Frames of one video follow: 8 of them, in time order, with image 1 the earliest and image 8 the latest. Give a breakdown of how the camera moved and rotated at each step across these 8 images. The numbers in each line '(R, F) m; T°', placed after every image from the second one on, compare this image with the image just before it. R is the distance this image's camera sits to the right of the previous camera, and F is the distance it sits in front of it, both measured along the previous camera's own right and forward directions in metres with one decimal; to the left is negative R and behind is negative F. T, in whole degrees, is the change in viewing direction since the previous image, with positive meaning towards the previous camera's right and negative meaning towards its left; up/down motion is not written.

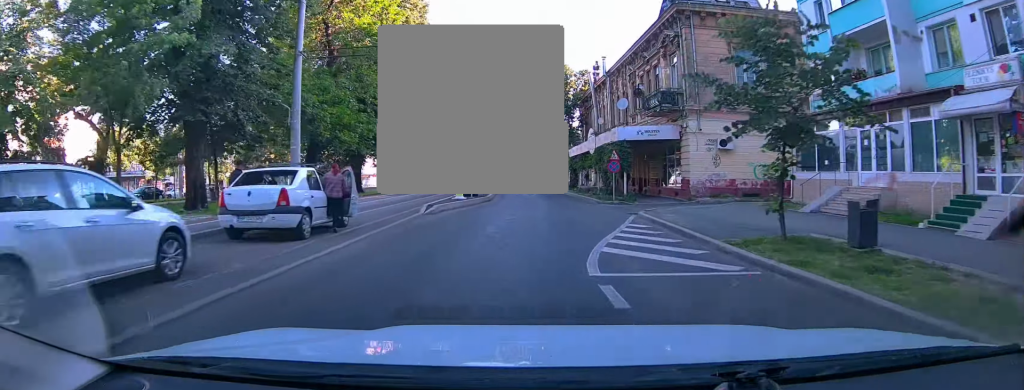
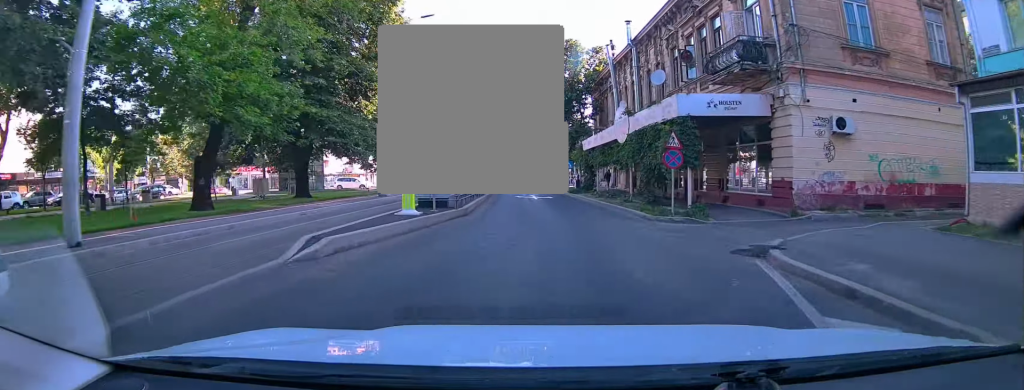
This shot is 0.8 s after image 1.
(+0.1, +10.2) m; 0°
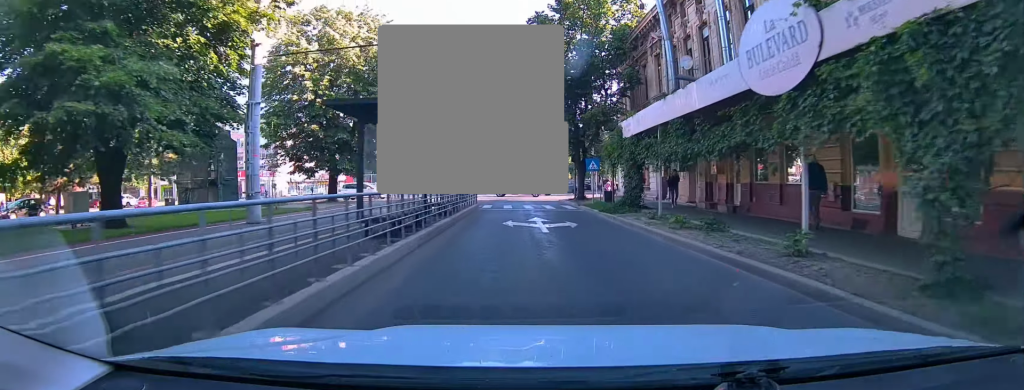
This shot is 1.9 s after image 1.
(-0.1, +15.2) m; -1°
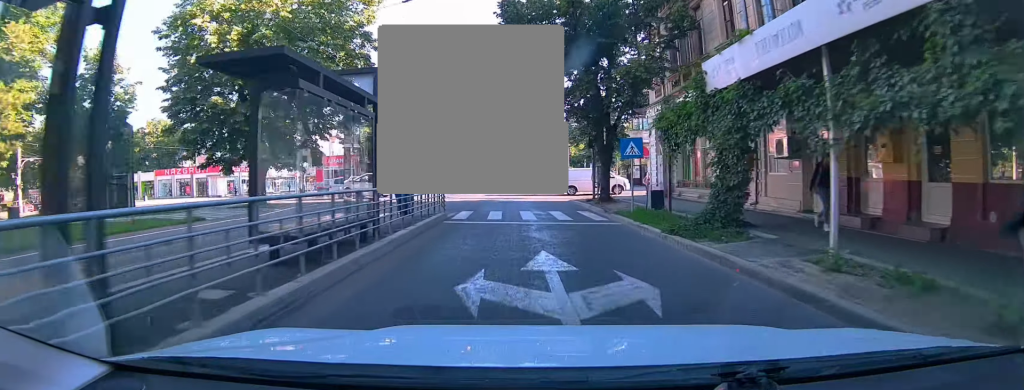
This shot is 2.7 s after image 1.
(0.0, +10.1) m; 0°
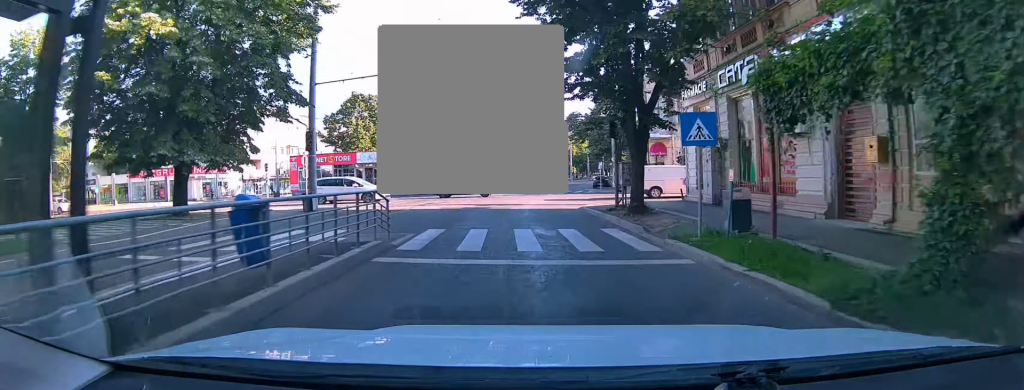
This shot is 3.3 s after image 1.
(0.0, +6.7) m; 0°
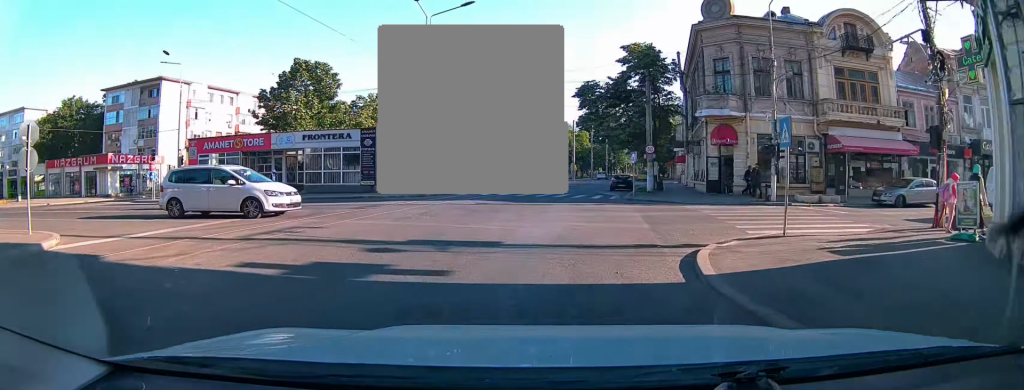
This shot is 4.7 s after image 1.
(-0.1, +16.5) m; -1°
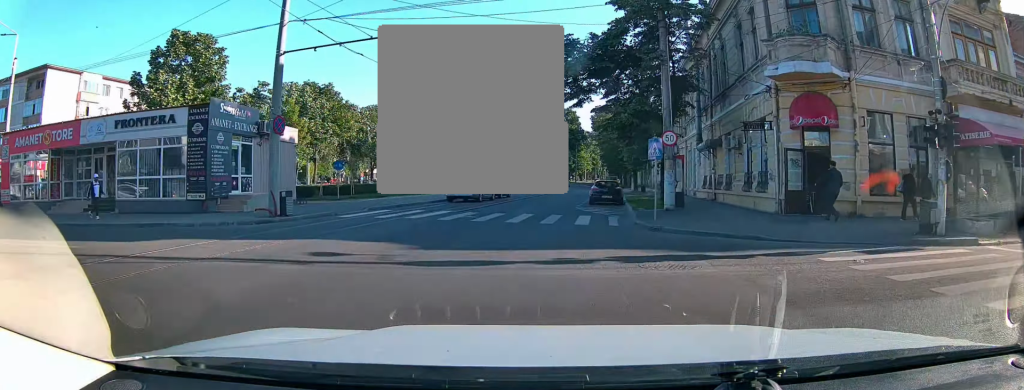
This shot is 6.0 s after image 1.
(-0.2, +14.3) m; +1°
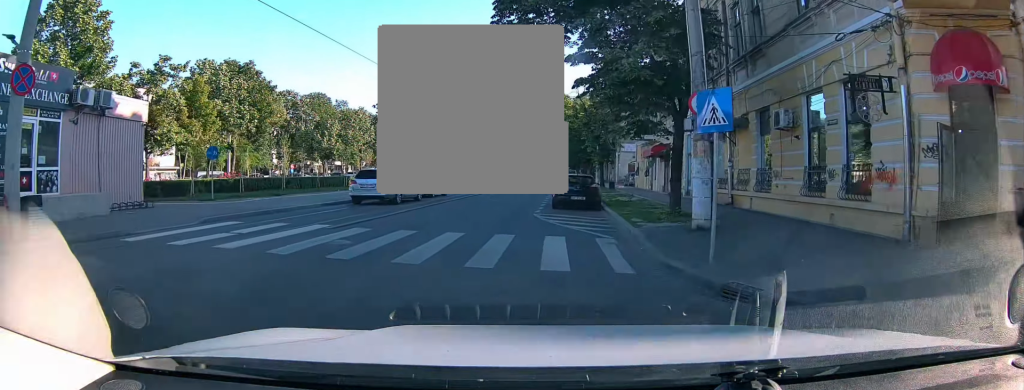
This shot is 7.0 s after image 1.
(+0.4, +9.5) m; +5°
